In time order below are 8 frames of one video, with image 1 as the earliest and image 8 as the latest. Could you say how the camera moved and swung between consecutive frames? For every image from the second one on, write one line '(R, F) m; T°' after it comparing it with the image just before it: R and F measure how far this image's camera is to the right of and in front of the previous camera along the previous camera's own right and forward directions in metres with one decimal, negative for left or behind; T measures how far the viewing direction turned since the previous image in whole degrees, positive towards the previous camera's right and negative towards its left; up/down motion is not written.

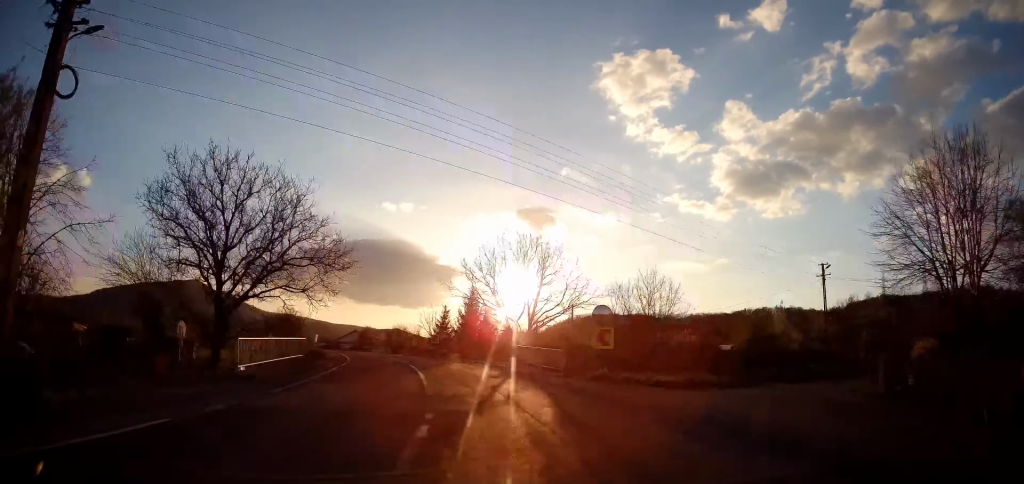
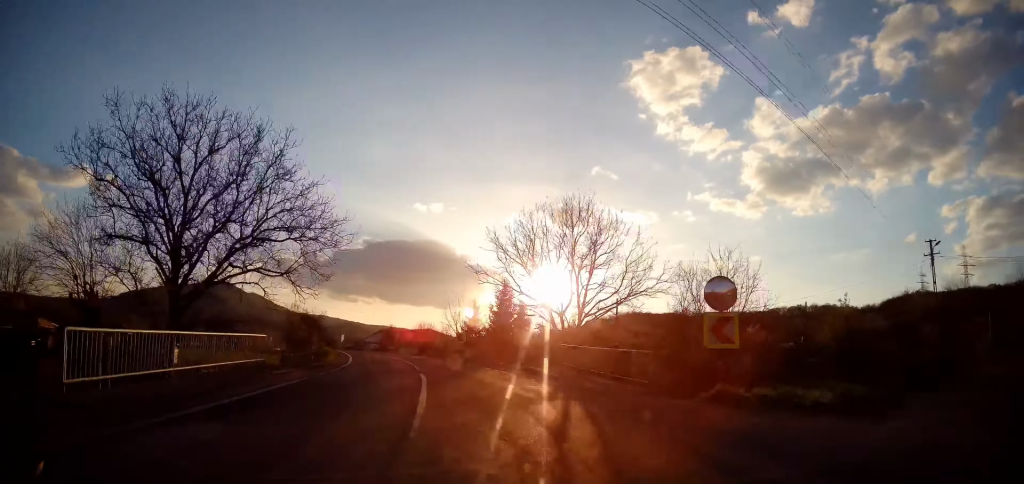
(0.0, +9.1) m; -2°
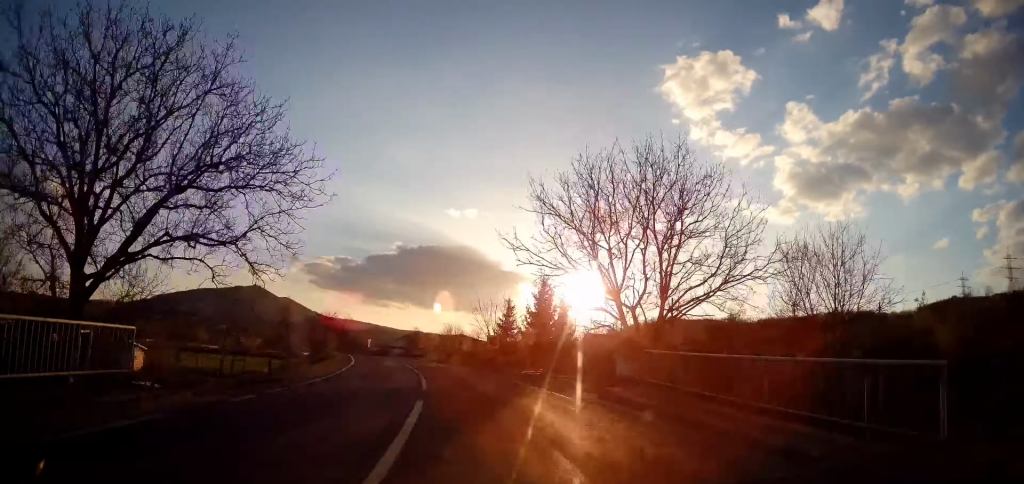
(-0.3, +9.5) m; -3°
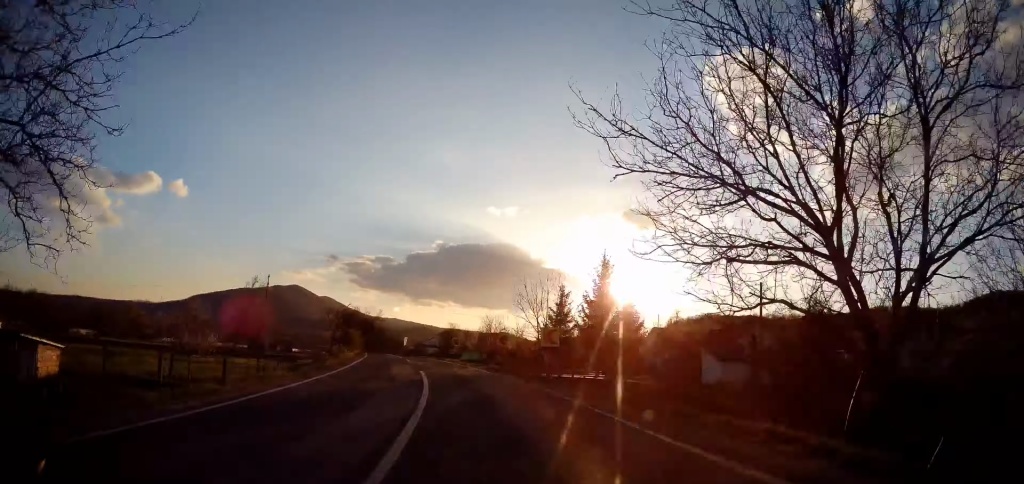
(-0.1, +12.1) m; -5°
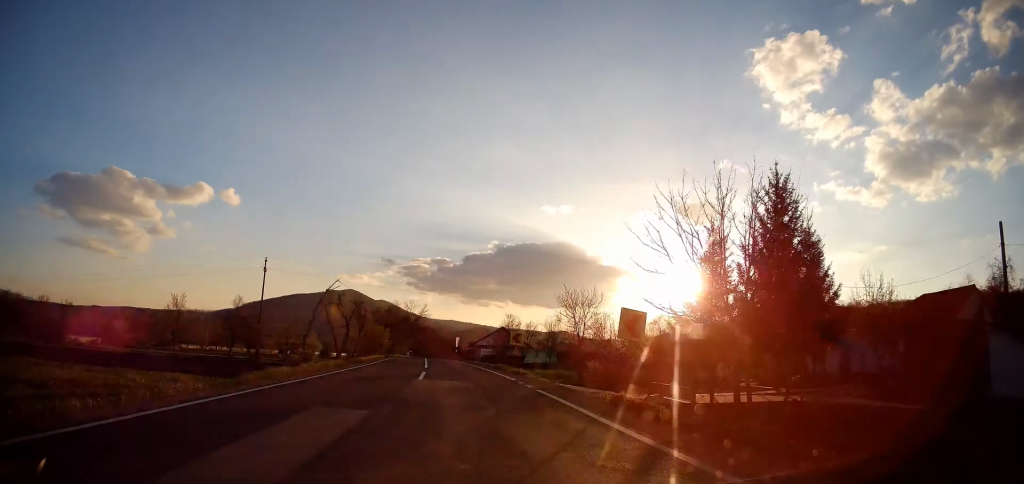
(-1.9, +21.8) m; -9°
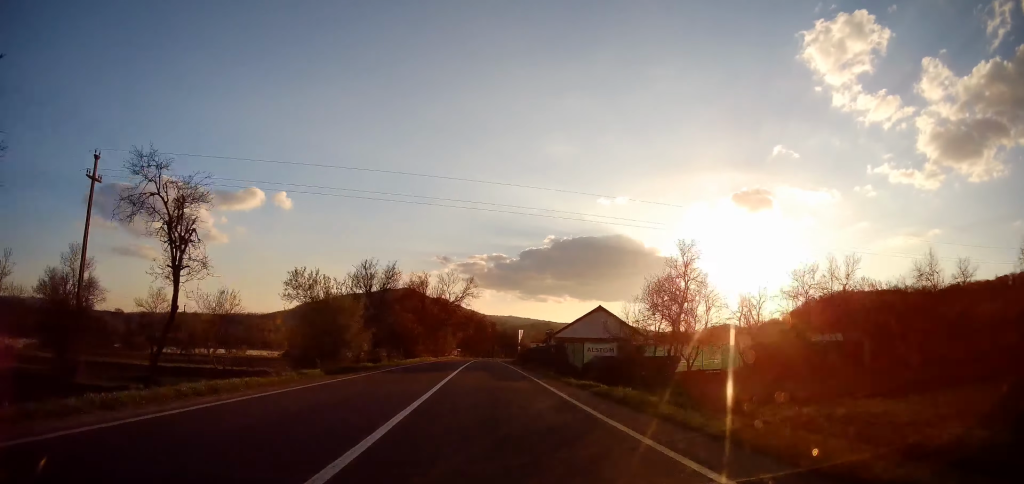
(-3.0, +40.1) m; -7°
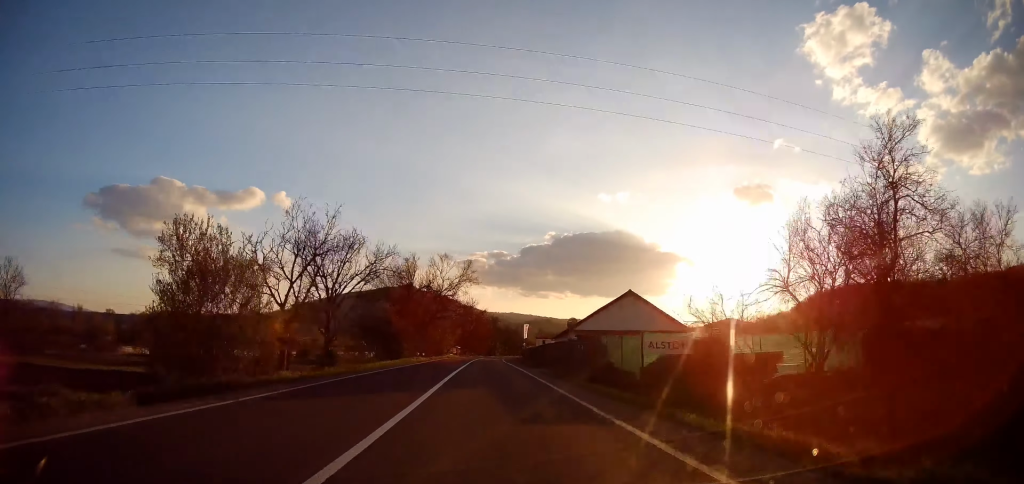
(-0.4, +12.1) m; -1°
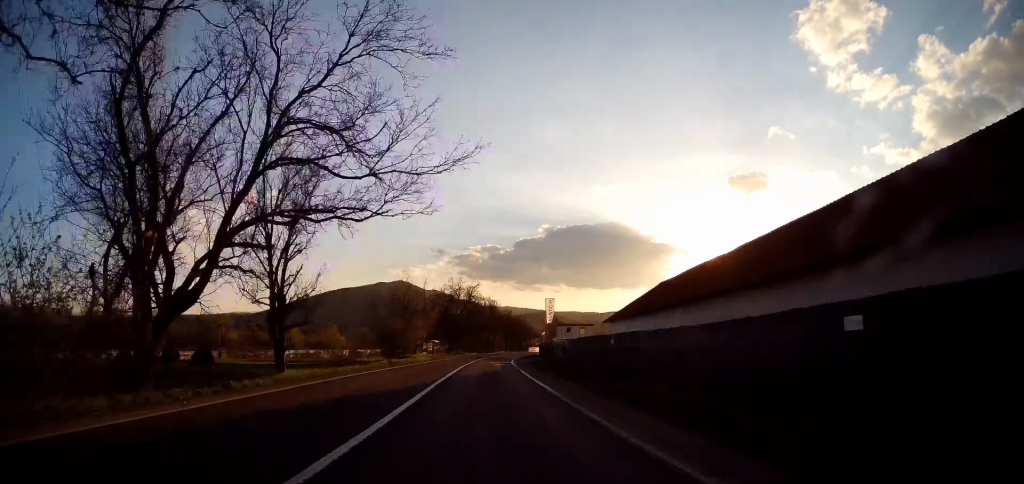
(-0.9, +46.5) m; -1°
